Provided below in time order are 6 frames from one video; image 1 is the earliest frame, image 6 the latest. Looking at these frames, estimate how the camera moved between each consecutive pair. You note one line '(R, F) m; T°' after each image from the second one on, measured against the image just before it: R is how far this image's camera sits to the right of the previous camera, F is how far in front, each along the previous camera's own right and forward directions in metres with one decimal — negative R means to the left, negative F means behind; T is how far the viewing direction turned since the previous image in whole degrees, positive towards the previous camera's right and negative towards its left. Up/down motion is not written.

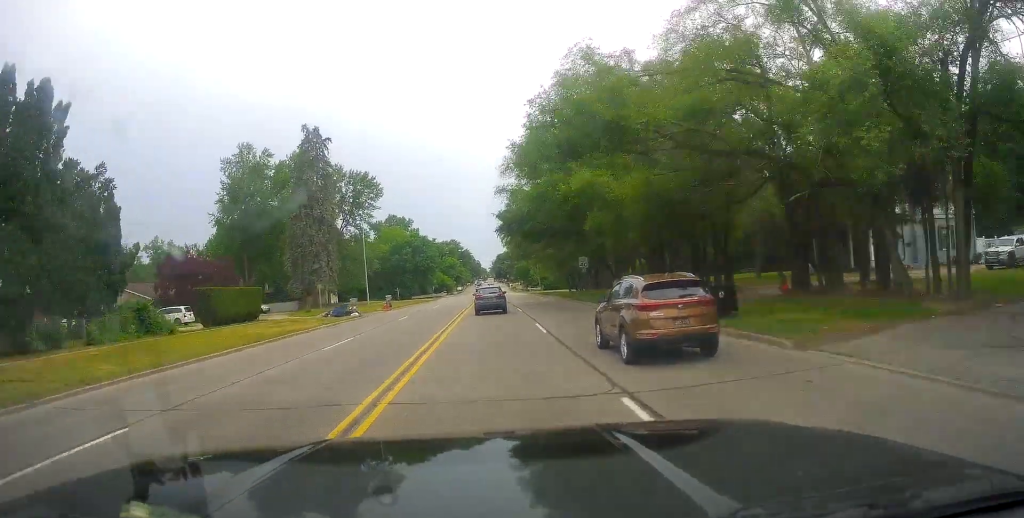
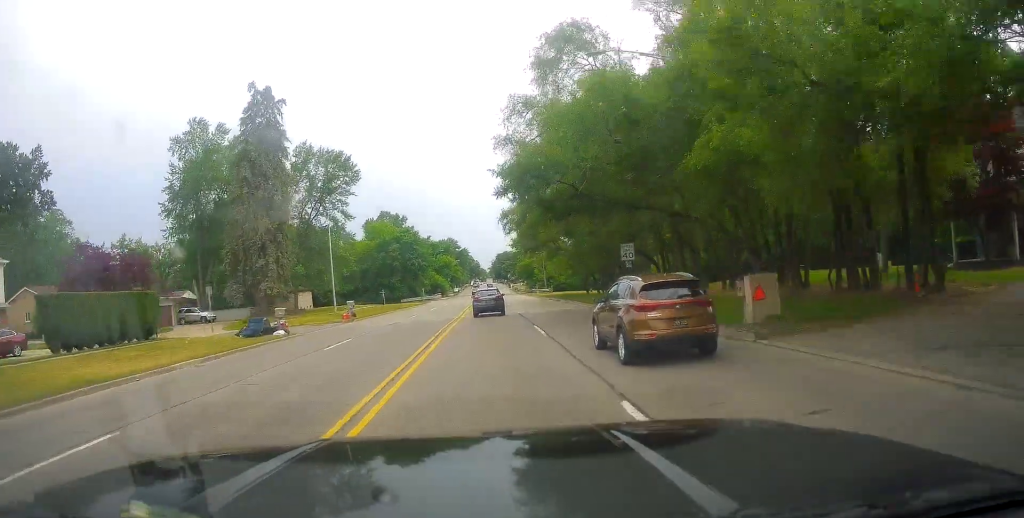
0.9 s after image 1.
(+0.3, +15.7) m; +1°
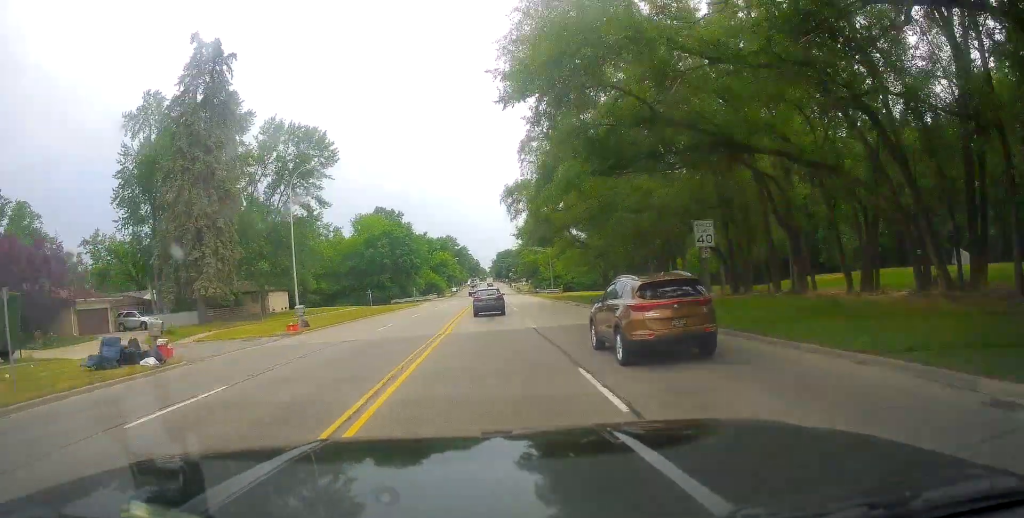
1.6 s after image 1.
(0.0, +11.5) m; -1°
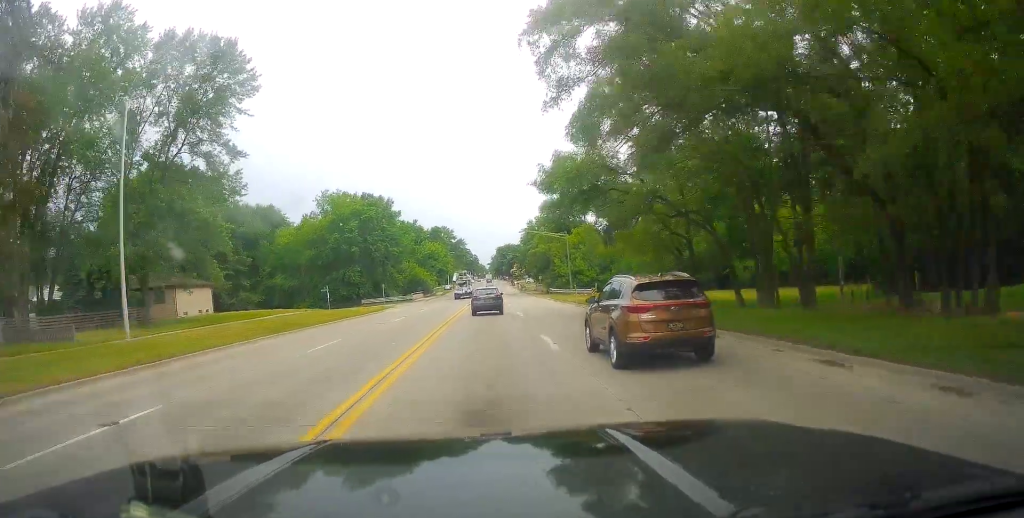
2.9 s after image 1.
(-0.9, +23.5) m; -1°
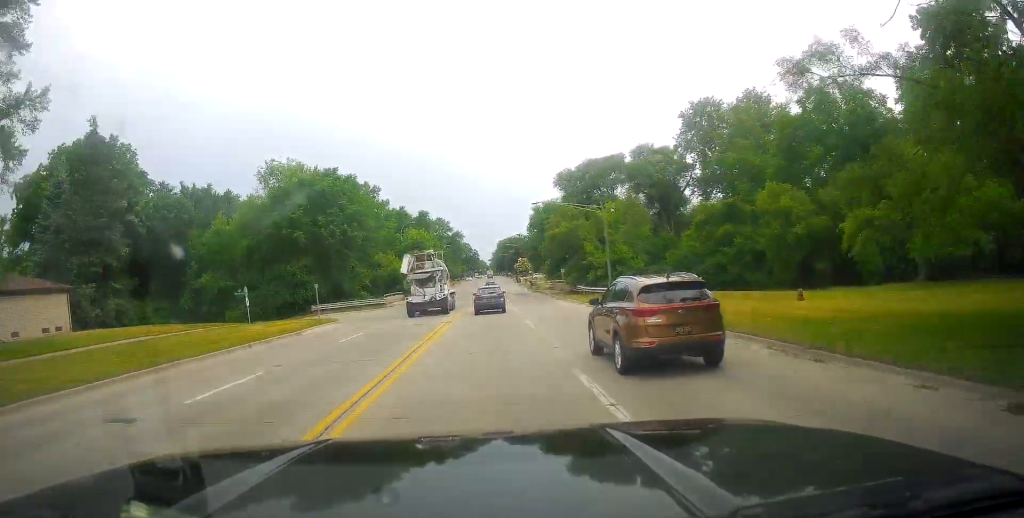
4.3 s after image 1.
(+1.0, +23.6) m; +2°
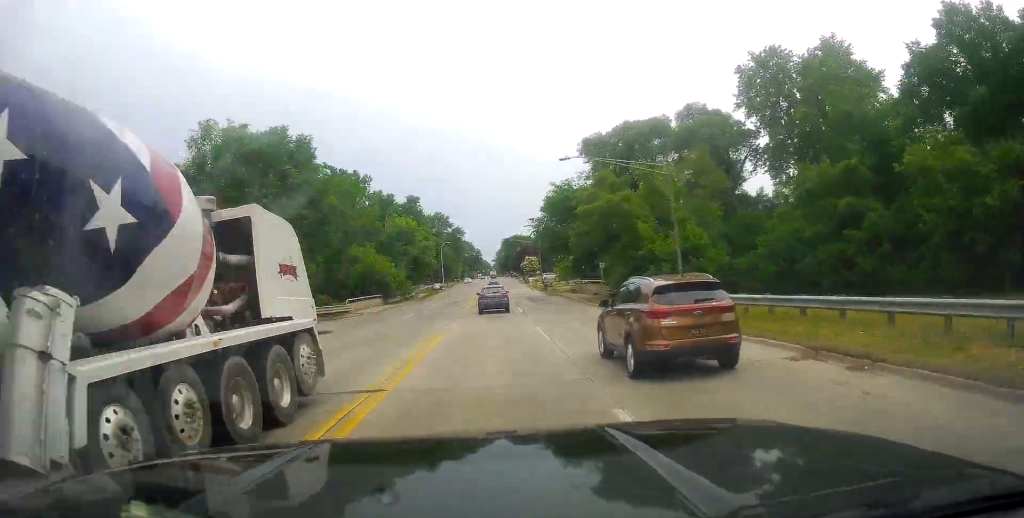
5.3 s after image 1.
(-0.3, +18.4) m; -2°
